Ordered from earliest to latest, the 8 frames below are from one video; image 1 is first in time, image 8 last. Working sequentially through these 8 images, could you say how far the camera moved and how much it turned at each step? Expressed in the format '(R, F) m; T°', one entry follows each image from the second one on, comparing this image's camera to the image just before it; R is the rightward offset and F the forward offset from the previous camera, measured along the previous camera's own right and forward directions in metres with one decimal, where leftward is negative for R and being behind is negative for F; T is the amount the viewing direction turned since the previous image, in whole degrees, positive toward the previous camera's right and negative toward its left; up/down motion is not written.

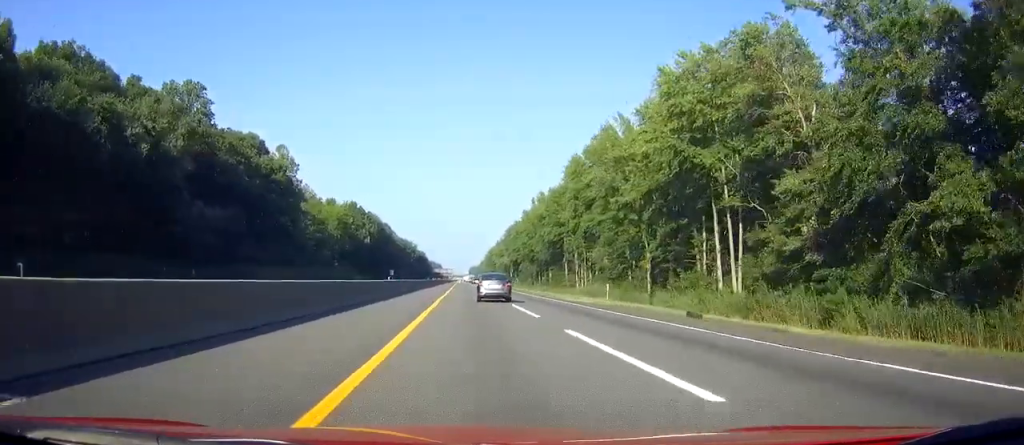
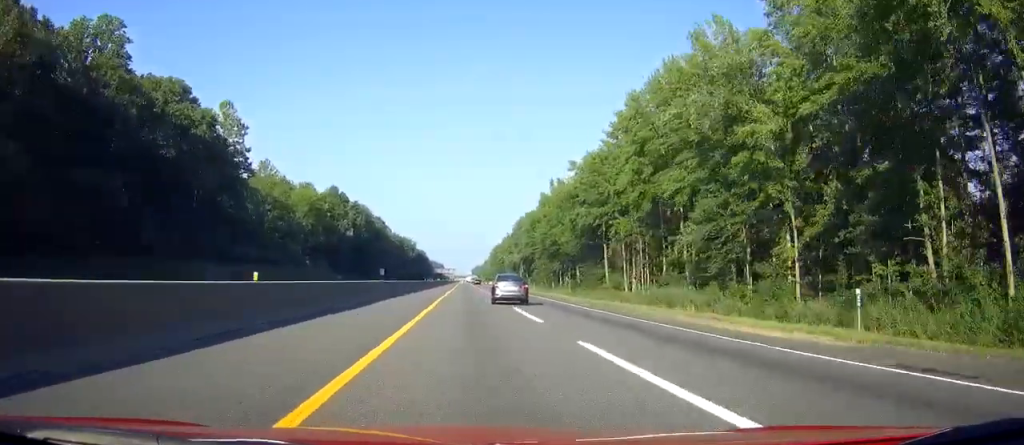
(-0.2, +32.1) m; -1°
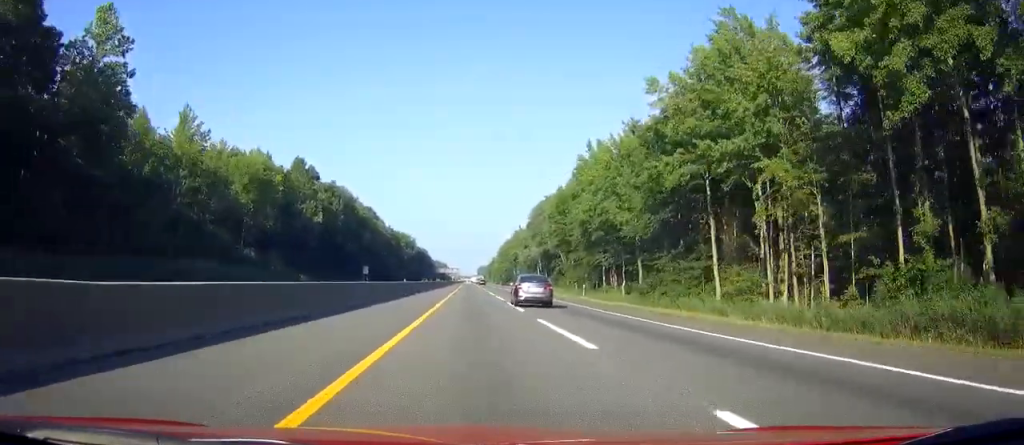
(-0.3, +37.6) m; -1°
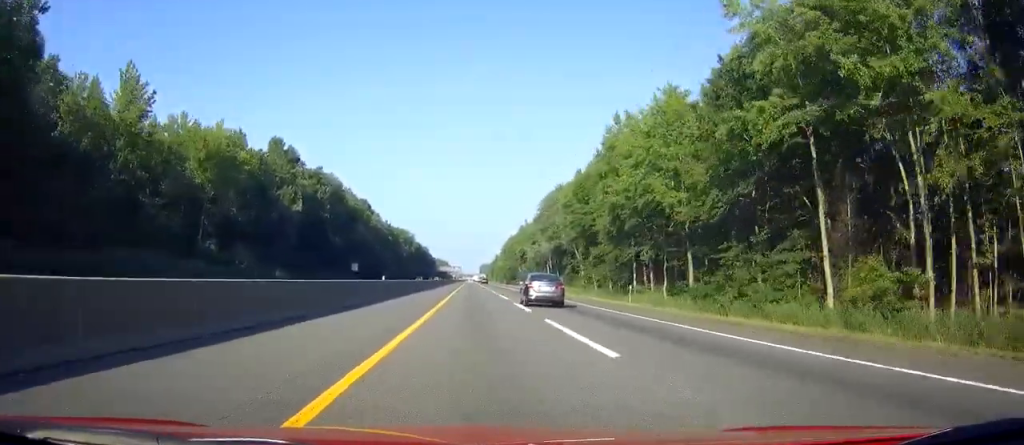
(-0.1, +16.6) m; 0°
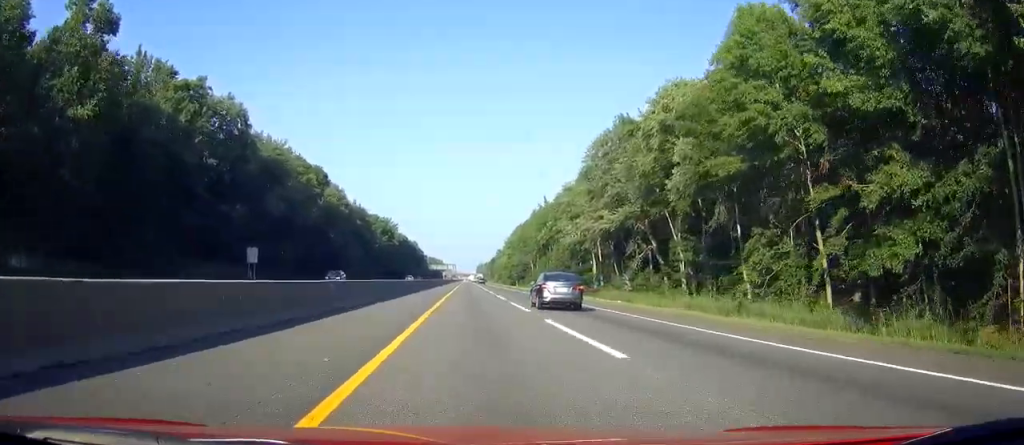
(-0.2, +60.9) m; -1°
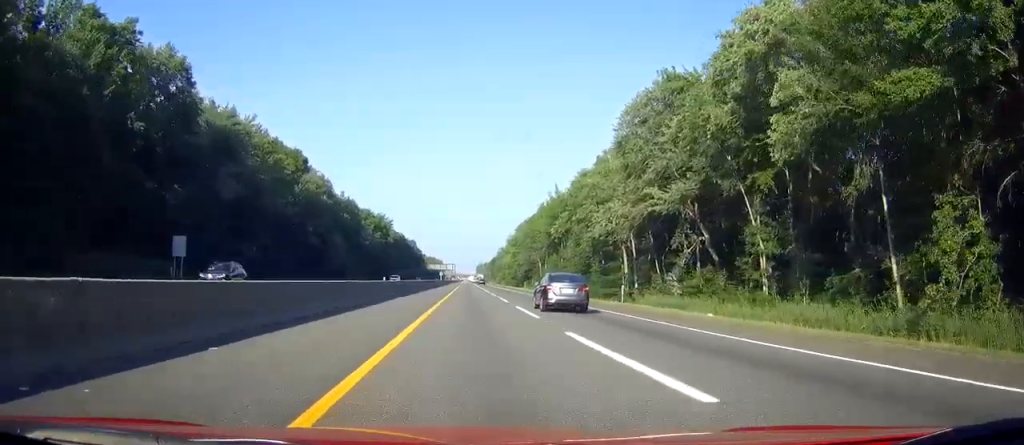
(-0.1, +18.8) m; 0°
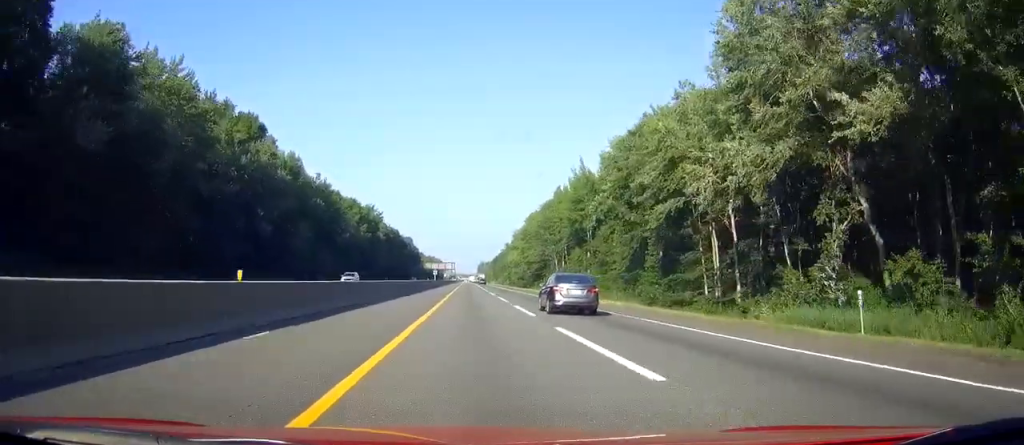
(0.0, +28.8) m; 0°
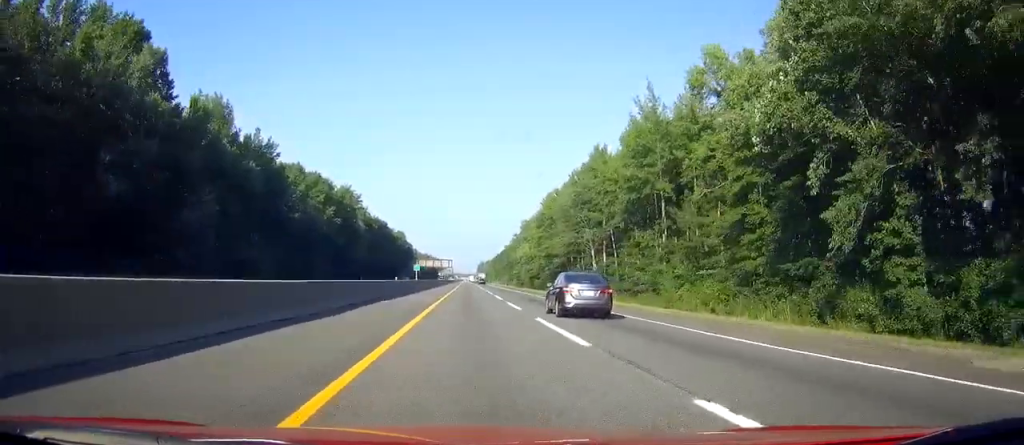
(+0.2, +41.0) m; 0°
